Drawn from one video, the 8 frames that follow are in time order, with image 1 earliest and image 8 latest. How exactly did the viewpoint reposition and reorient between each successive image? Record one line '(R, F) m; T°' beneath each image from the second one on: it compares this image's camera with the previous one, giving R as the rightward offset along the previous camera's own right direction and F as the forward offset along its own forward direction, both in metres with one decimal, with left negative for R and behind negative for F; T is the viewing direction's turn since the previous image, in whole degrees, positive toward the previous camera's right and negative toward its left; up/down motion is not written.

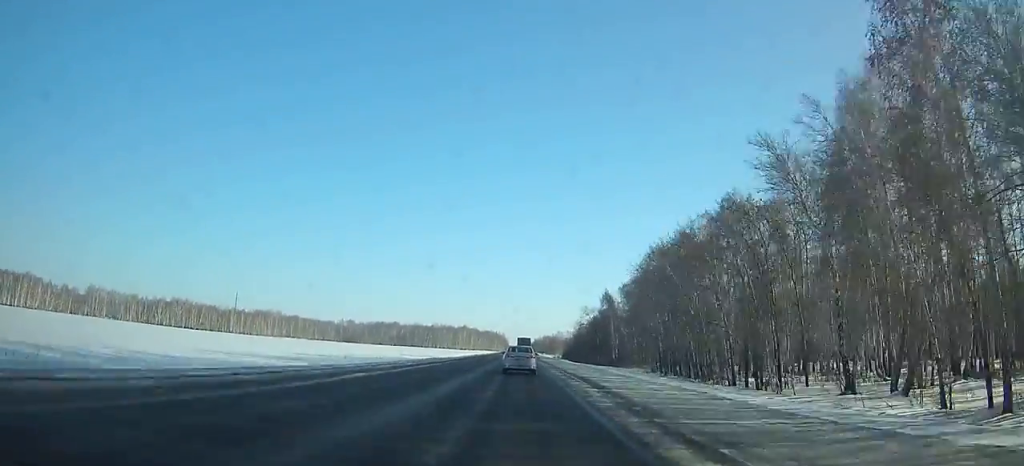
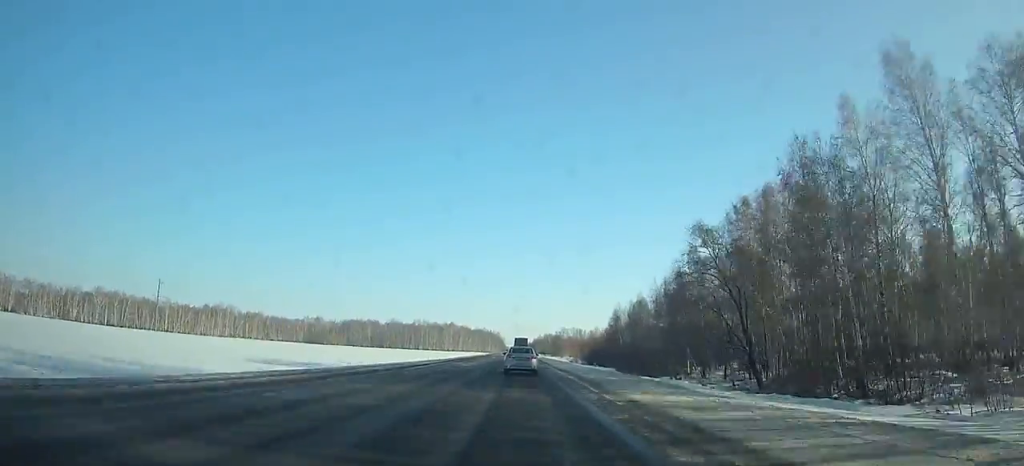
(0.0, +78.1) m; 0°
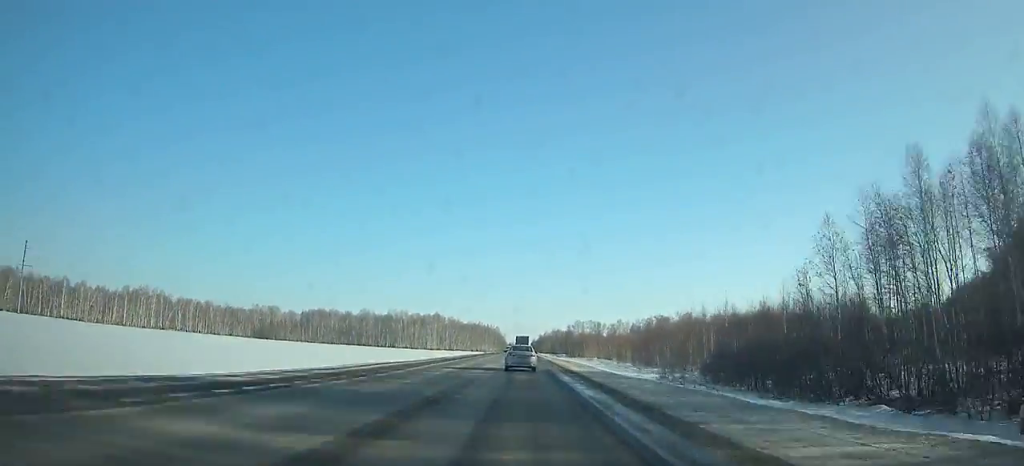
(0.0, +89.6) m; 0°
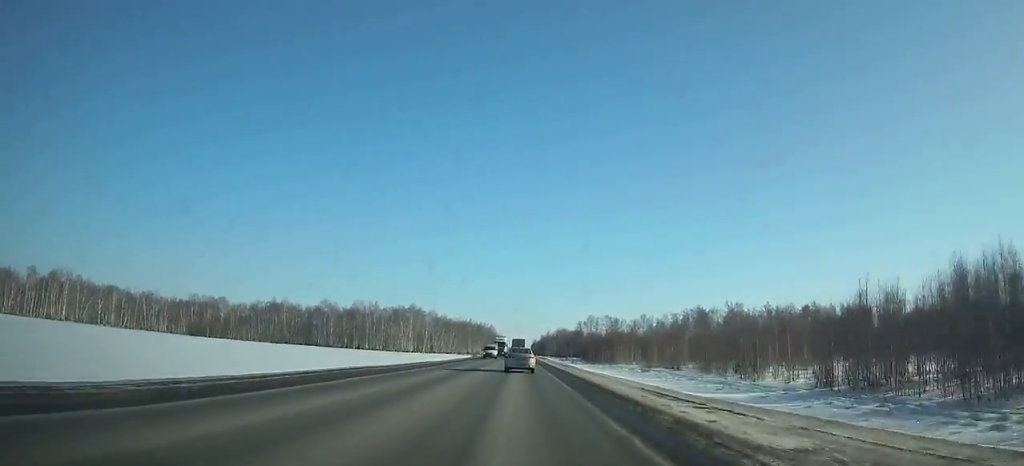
(-0.2, +68.5) m; 0°
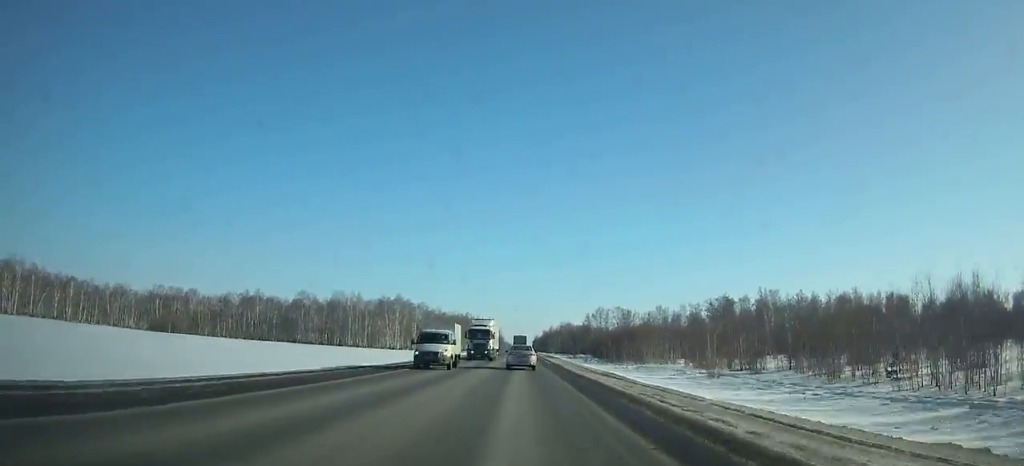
(0.0, +29.0) m; 0°
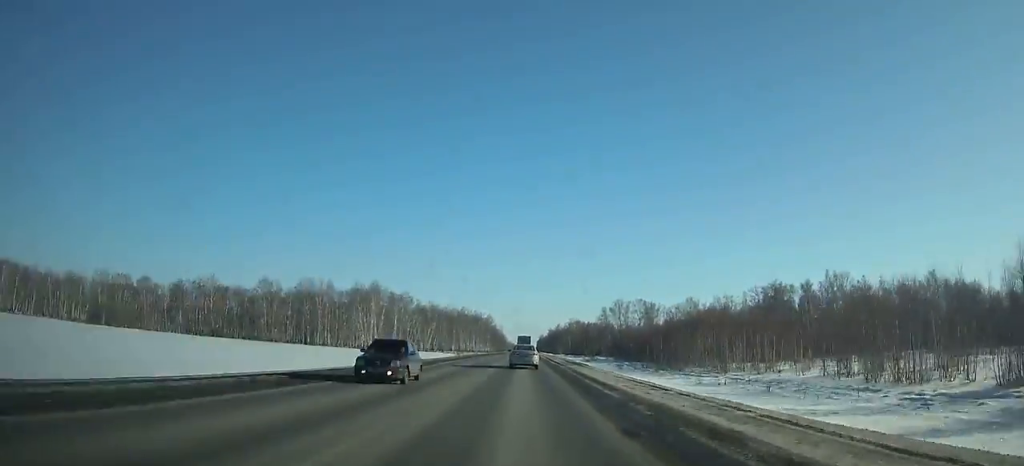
(0.0, +40.1) m; 0°
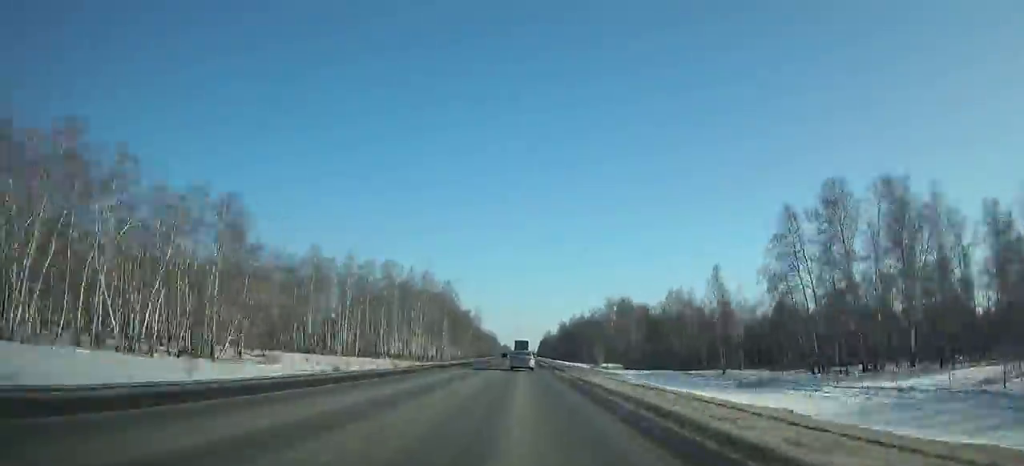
(-0.1, +152.0) m; 0°
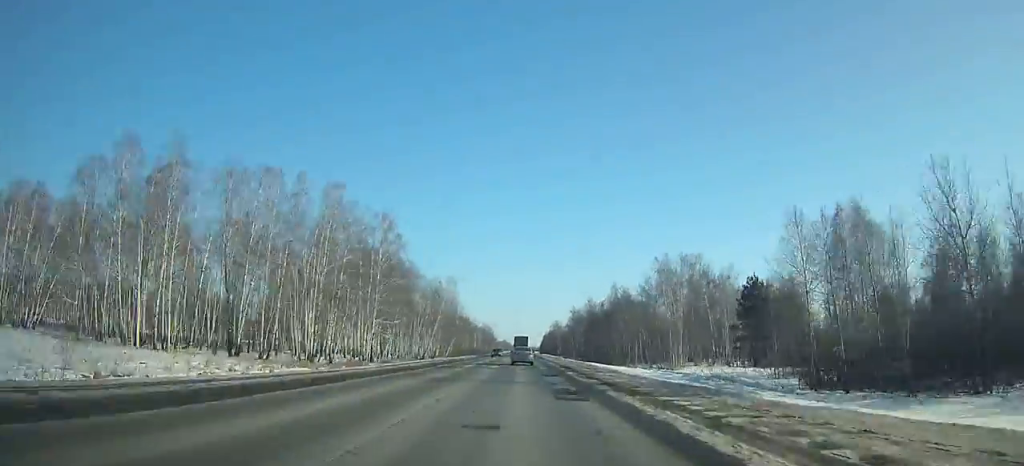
(-0.2, +65.9) m; 0°
